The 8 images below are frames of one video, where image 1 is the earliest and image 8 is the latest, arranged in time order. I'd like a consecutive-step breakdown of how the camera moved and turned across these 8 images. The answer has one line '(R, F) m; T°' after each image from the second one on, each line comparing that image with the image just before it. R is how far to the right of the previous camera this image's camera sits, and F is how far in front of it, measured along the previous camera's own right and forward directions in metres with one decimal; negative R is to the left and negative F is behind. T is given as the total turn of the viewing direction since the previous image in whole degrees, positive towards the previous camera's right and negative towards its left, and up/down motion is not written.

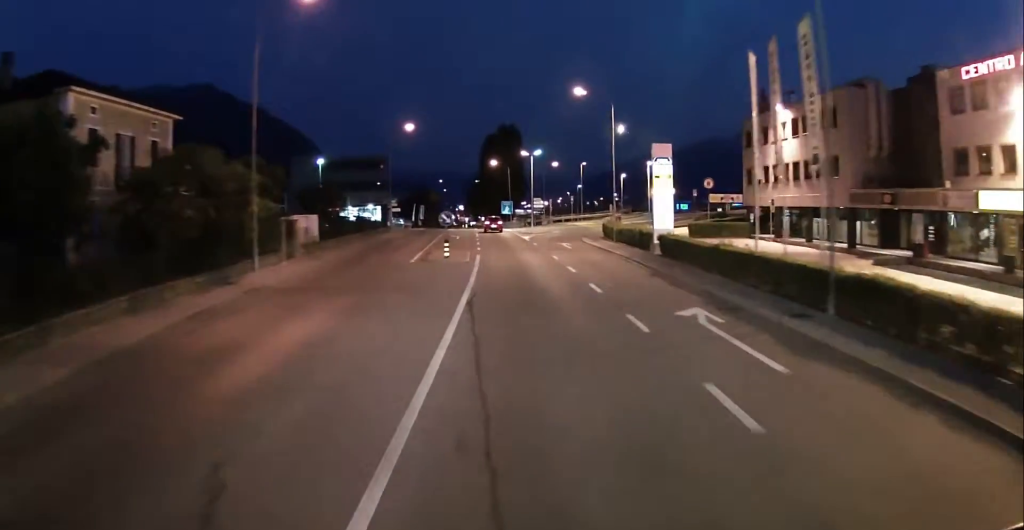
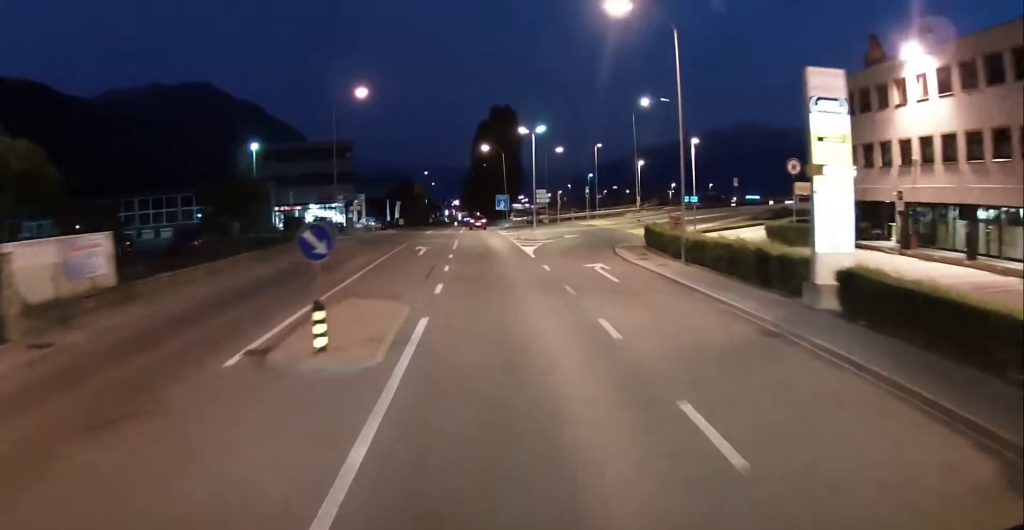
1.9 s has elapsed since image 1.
(+1.0, +19.7) m; +3°
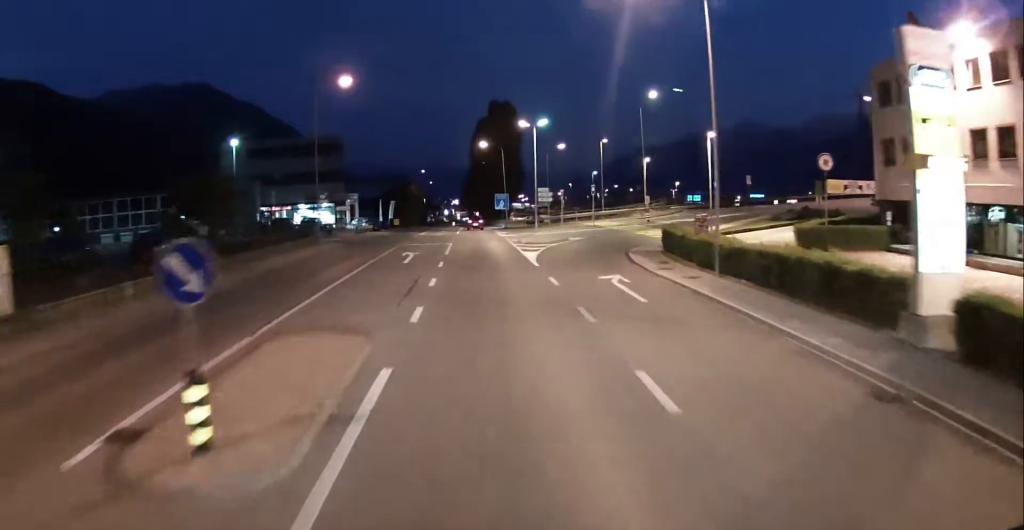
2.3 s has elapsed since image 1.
(-0.2, +4.5) m; -1°
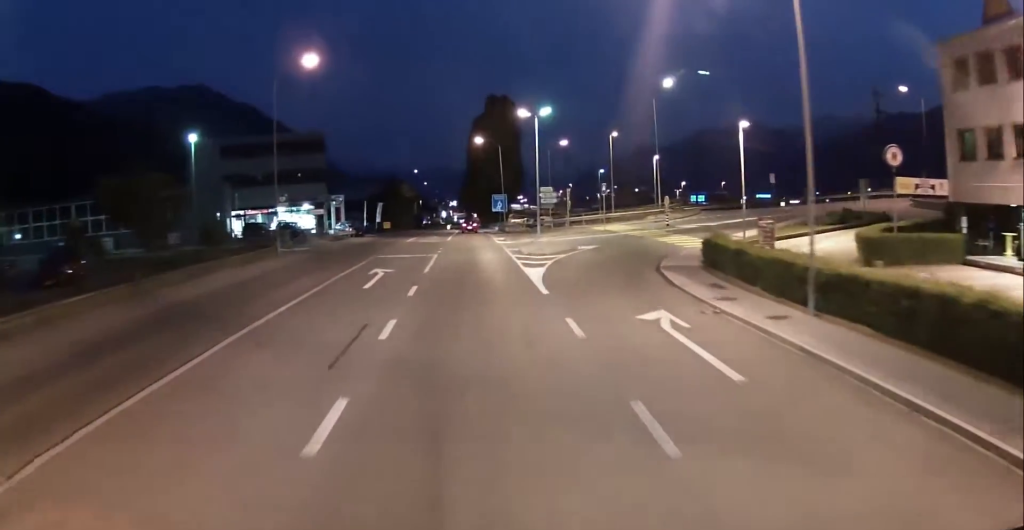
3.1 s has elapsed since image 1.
(-0.2, +7.5) m; -1°
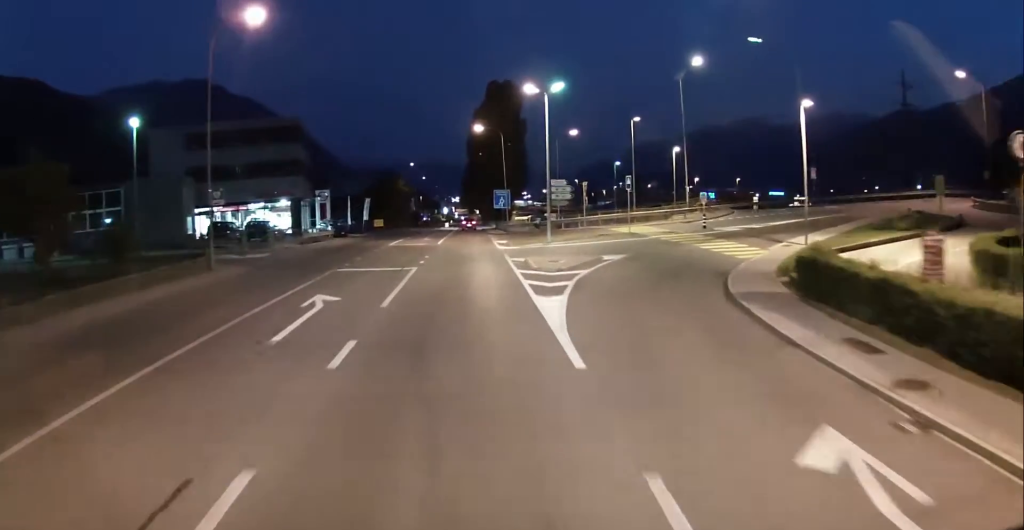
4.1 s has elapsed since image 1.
(+0.1, +8.7) m; 0°
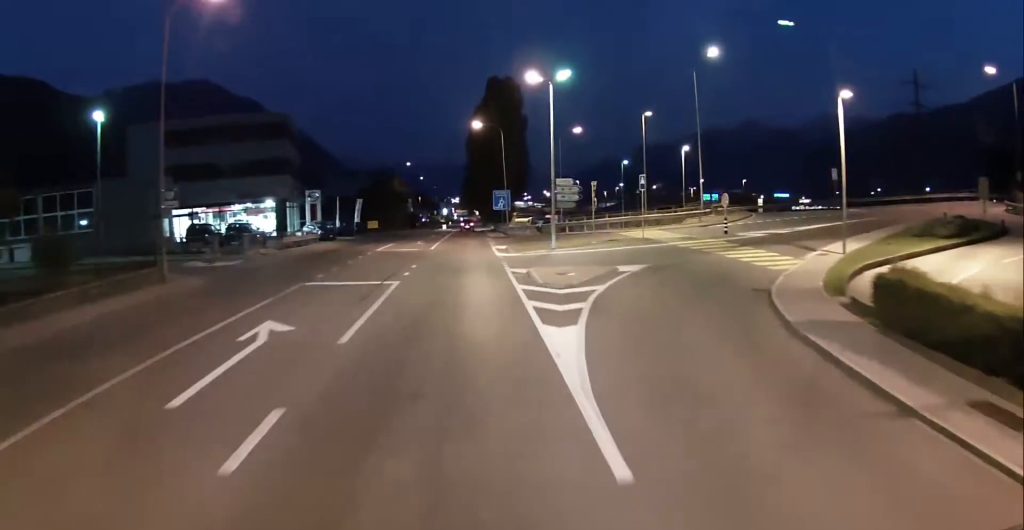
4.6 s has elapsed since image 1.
(0.0, +4.2) m; 0°
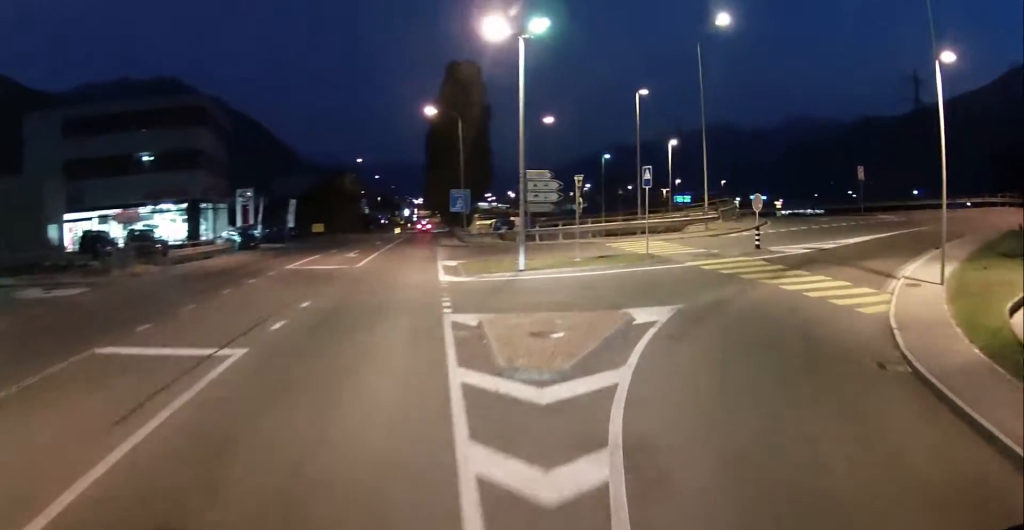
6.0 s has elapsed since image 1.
(+0.1, +10.1) m; +3°
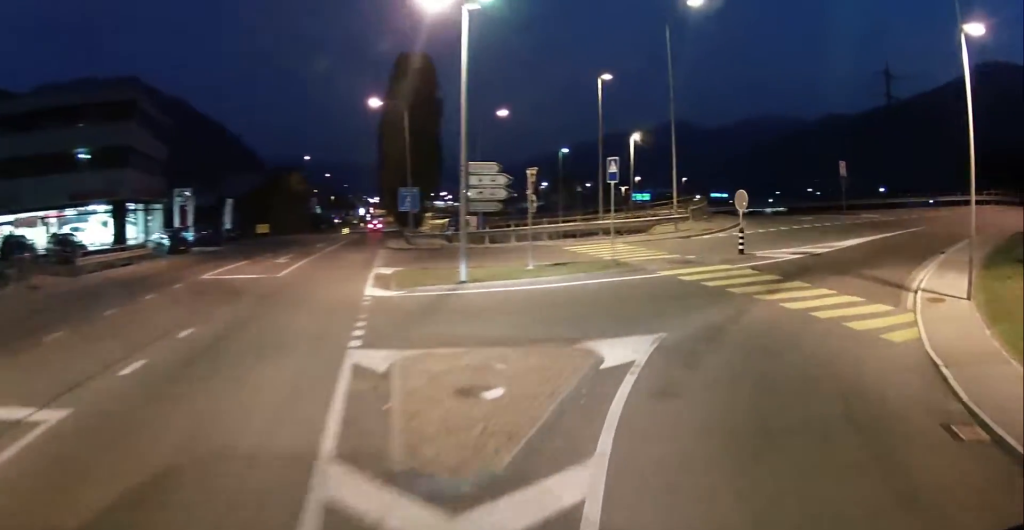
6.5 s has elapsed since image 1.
(-0.1, +3.8) m; +5°
